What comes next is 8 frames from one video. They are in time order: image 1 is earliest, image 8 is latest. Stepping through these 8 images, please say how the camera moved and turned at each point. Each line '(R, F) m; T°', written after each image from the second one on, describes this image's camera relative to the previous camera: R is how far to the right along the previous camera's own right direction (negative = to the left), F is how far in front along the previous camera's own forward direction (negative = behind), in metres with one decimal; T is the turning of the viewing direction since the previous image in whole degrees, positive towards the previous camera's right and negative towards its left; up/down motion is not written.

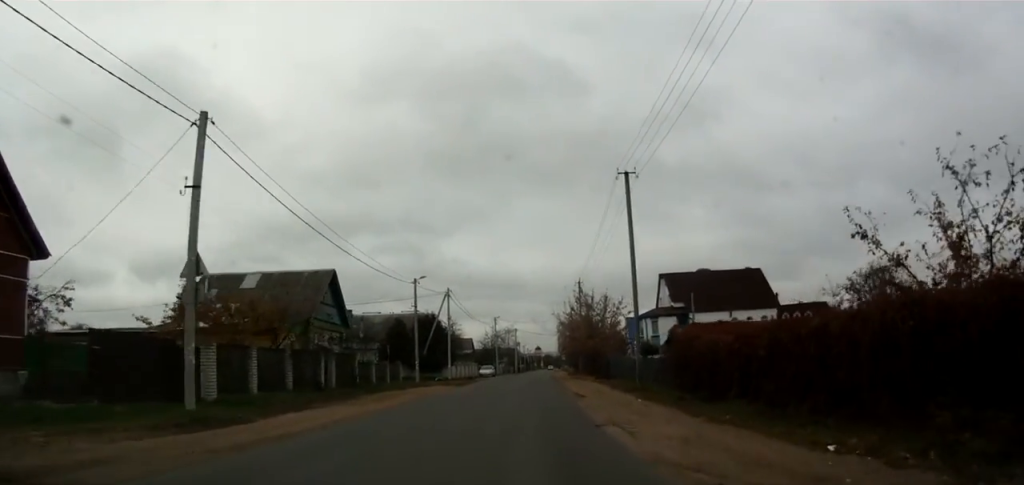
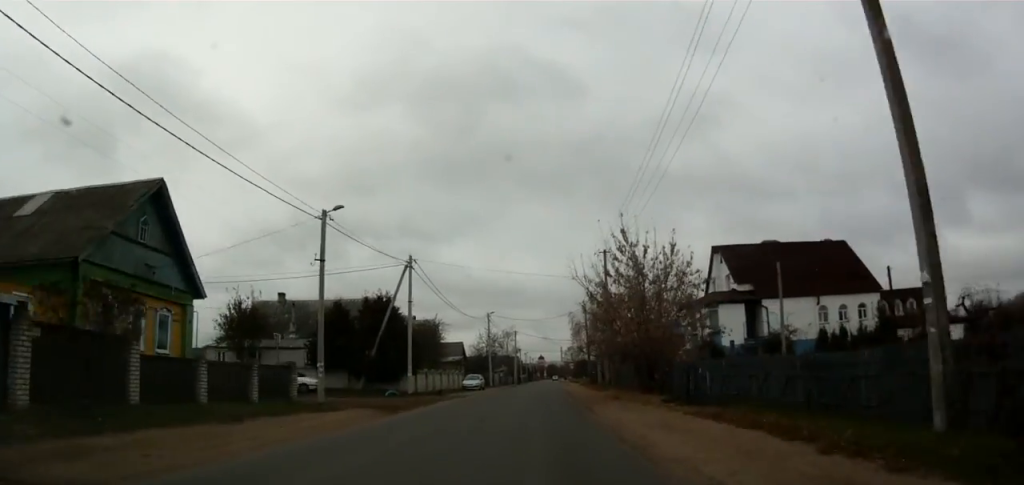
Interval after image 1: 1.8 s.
(-1.0, +20.2) m; -1°
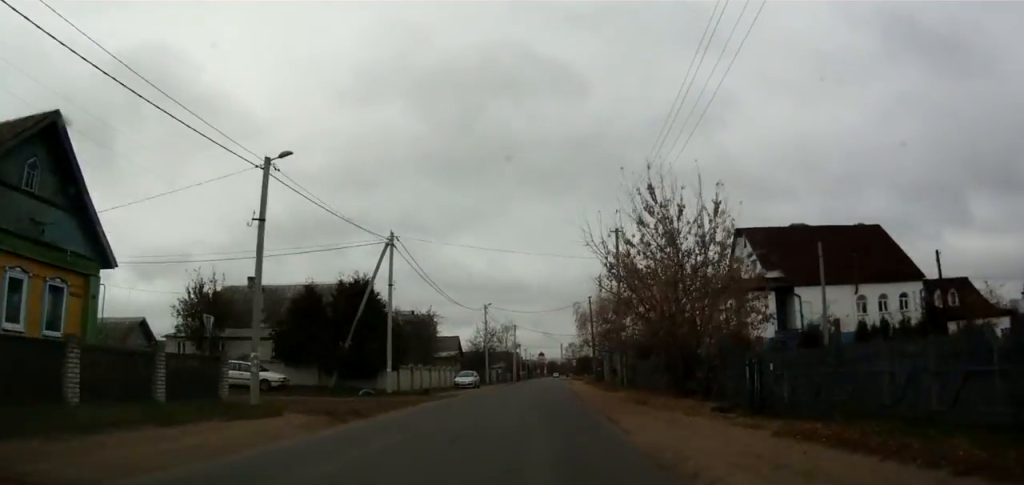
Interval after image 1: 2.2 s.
(+0.1, +5.8) m; +1°
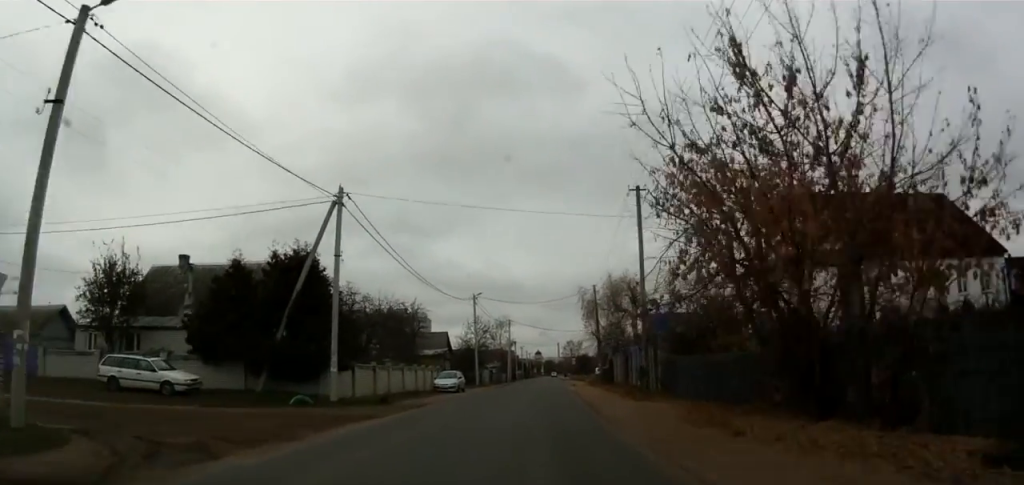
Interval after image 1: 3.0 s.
(+0.4, +8.8) m; 0°
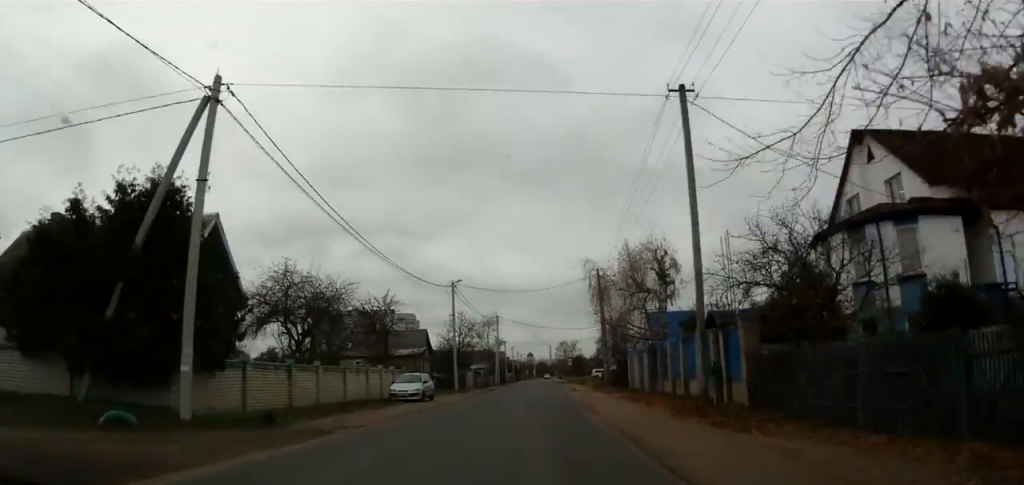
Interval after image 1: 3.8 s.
(-0.4, +11.2) m; 0°
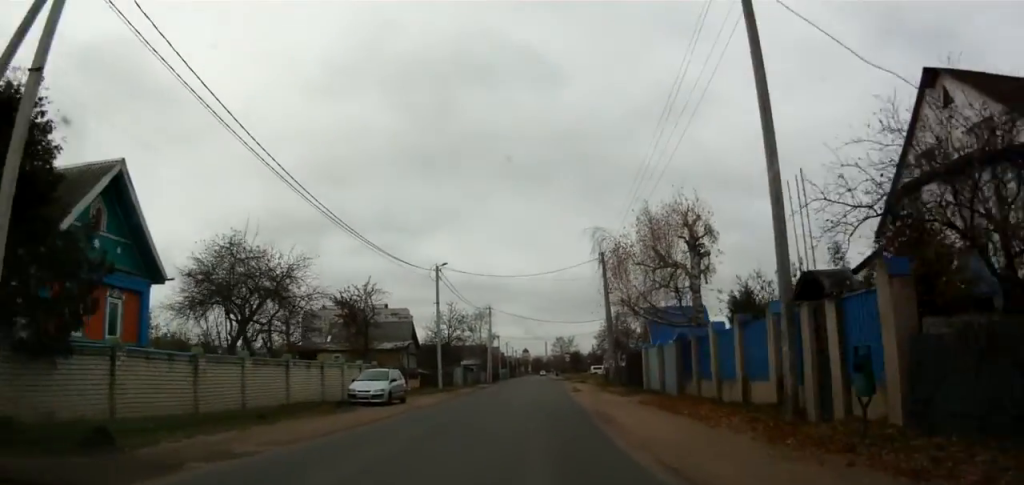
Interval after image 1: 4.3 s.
(+0.1, +6.2) m; +1°
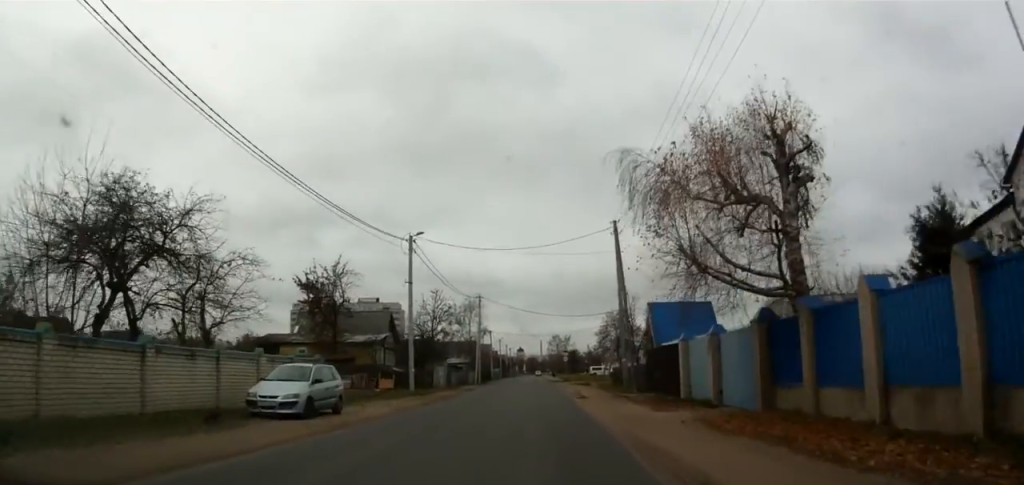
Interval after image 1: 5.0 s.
(+0.3, +8.9) m; +2°
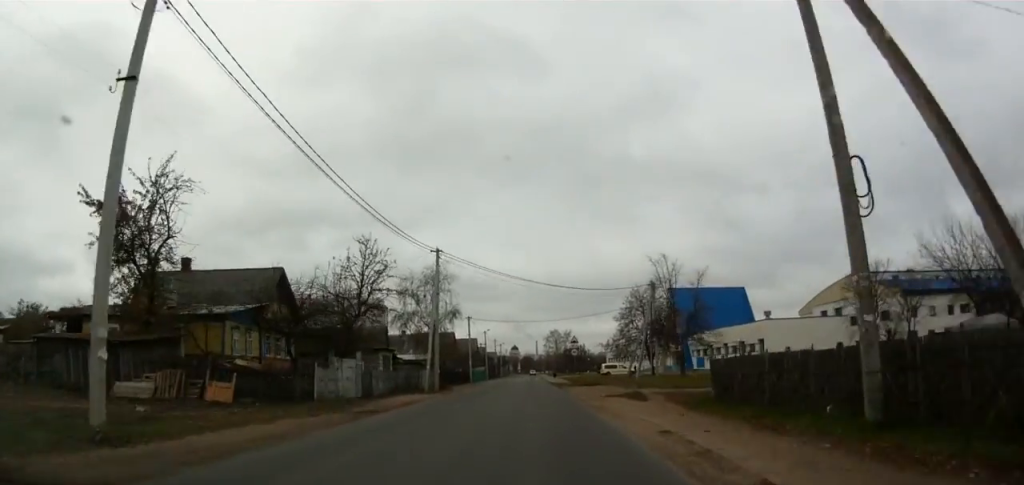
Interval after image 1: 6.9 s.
(-0.1, +26.4) m; 0°
